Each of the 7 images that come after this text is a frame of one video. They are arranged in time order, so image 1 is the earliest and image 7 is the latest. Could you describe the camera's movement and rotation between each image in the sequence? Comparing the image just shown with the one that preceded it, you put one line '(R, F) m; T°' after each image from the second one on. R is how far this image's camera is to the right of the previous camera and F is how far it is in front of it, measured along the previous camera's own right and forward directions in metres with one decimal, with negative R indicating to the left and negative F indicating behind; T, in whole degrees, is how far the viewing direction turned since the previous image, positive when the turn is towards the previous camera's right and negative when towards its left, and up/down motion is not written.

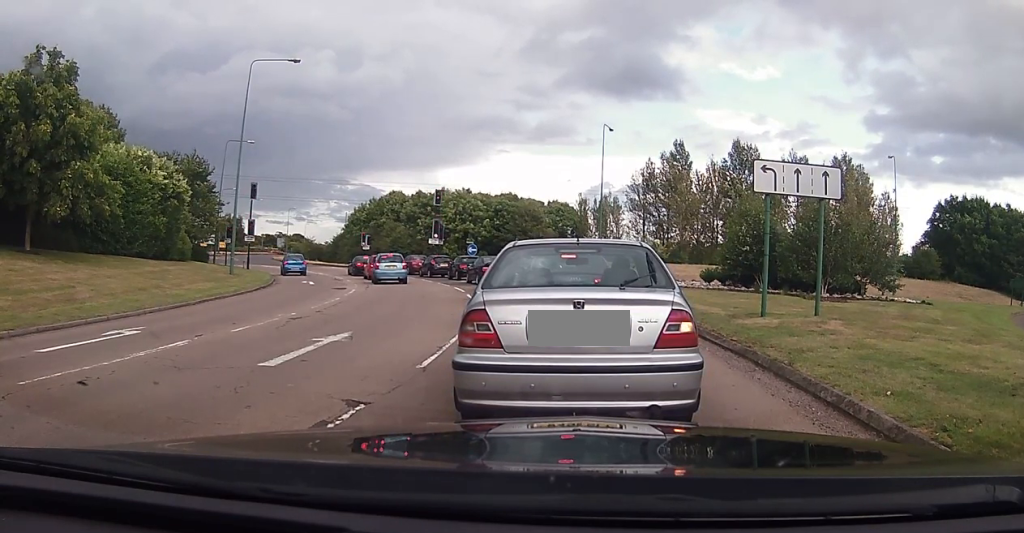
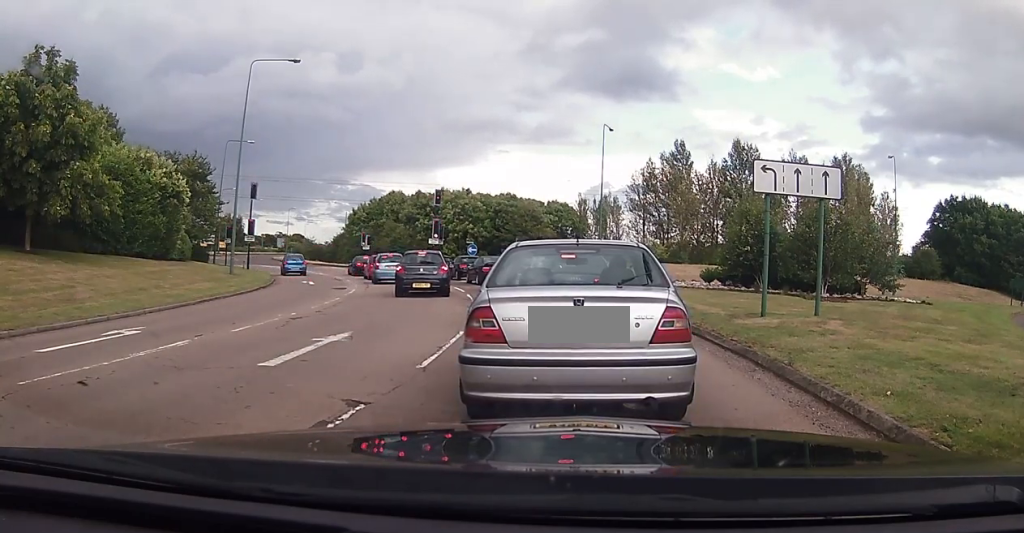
(0.0, 0.0) m; 0°
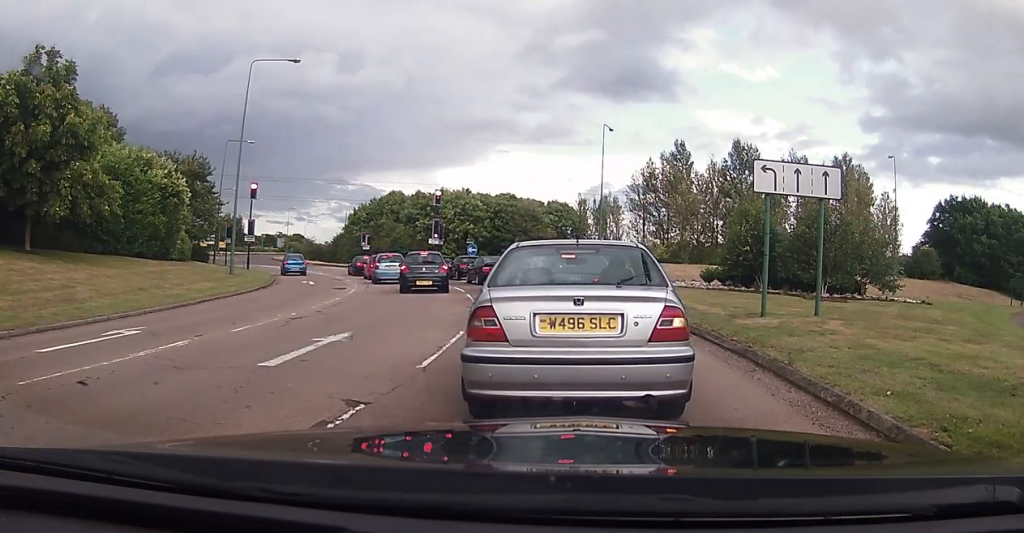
(0.0, 0.0) m; 0°
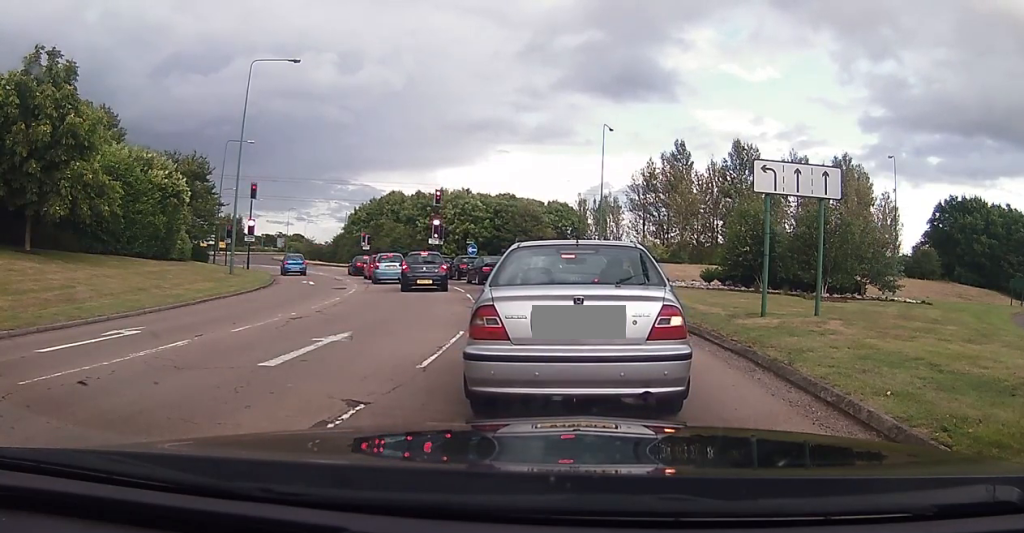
(0.0, 0.0) m; 0°
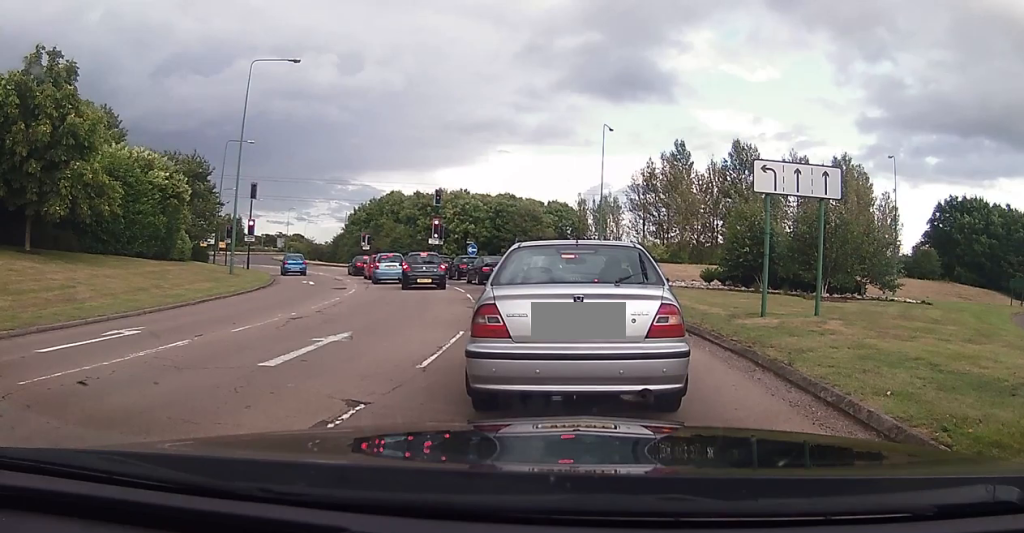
(0.0, 0.0) m; 0°
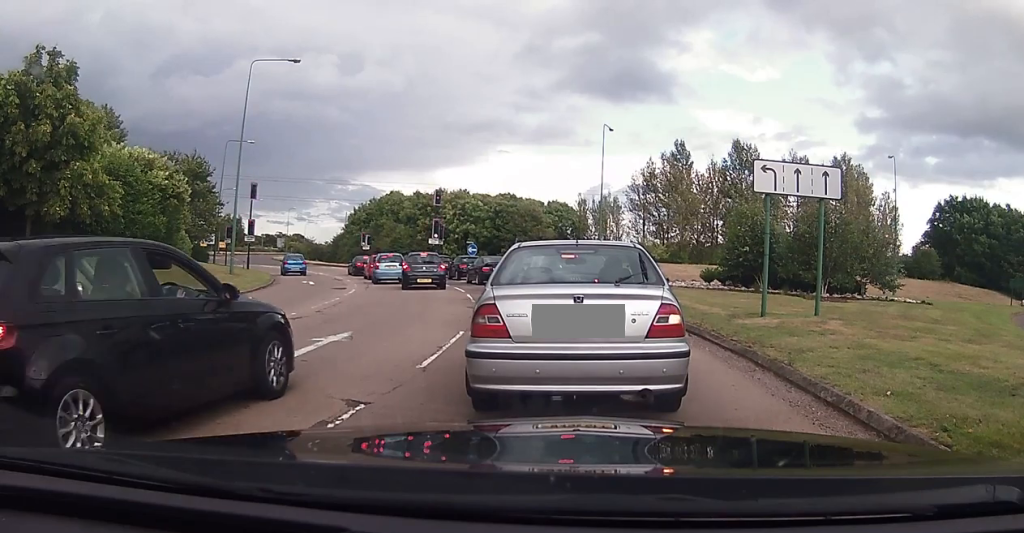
(0.0, 0.0) m; 0°
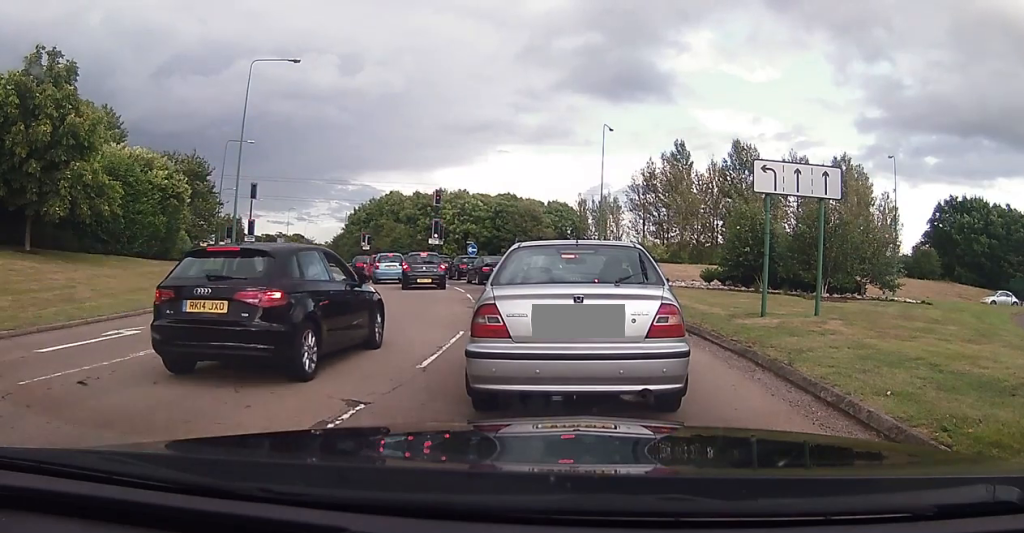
(0.0, 0.0) m; 0°
